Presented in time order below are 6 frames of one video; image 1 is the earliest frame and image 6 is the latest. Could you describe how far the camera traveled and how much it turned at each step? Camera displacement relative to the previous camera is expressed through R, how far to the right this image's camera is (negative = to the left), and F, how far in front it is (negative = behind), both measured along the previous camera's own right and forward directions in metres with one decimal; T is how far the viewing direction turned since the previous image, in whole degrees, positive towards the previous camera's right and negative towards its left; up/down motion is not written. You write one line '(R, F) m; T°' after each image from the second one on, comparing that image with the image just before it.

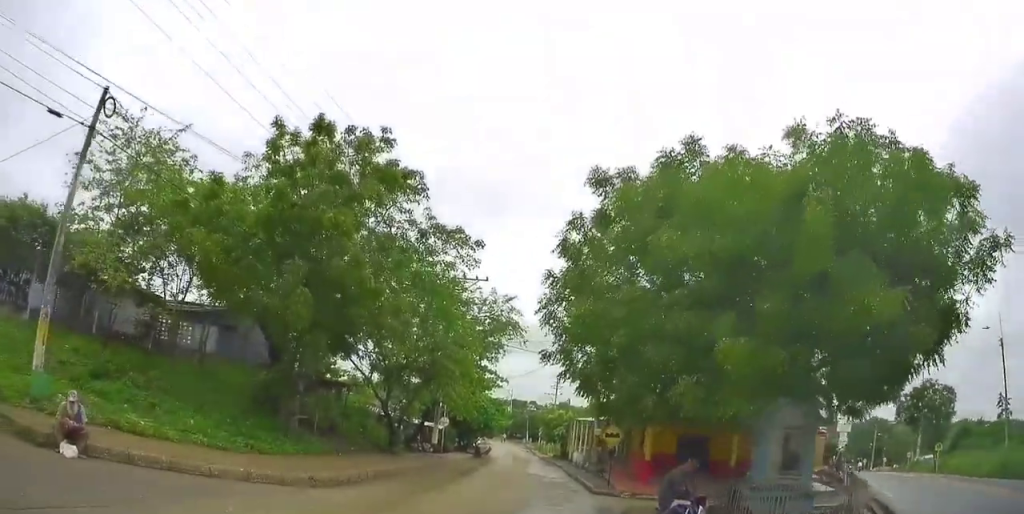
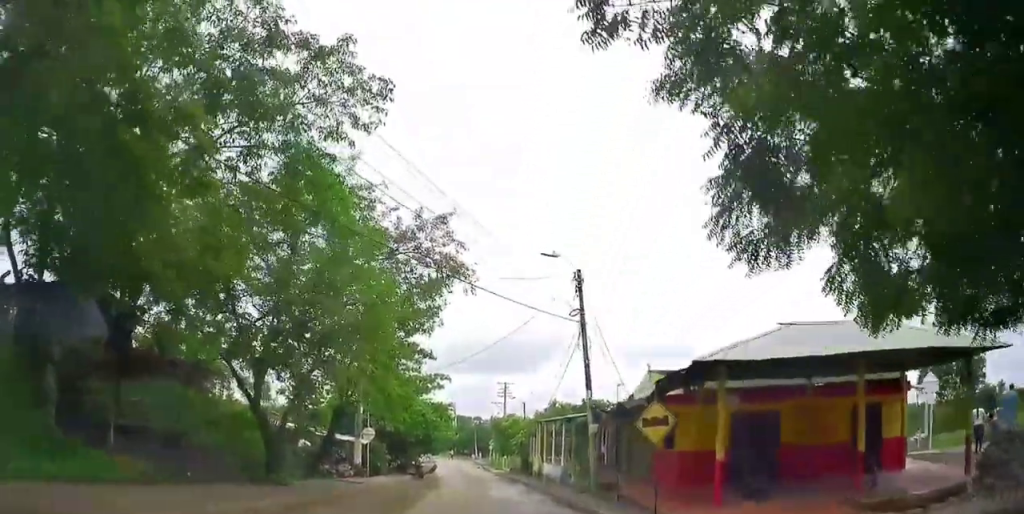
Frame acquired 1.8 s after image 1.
(+8.1, +3.6) m; +69°
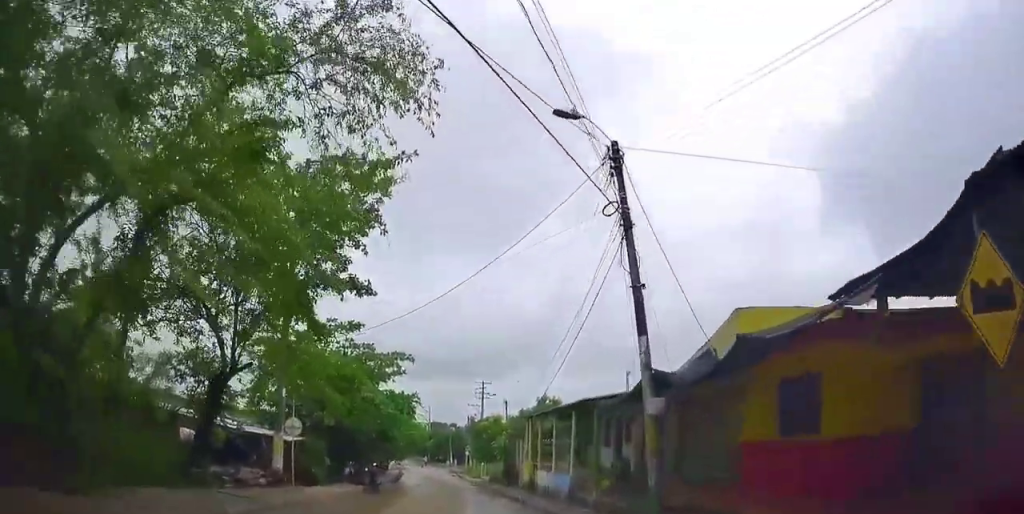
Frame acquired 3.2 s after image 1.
(-1.0, +9.5) m; -15°
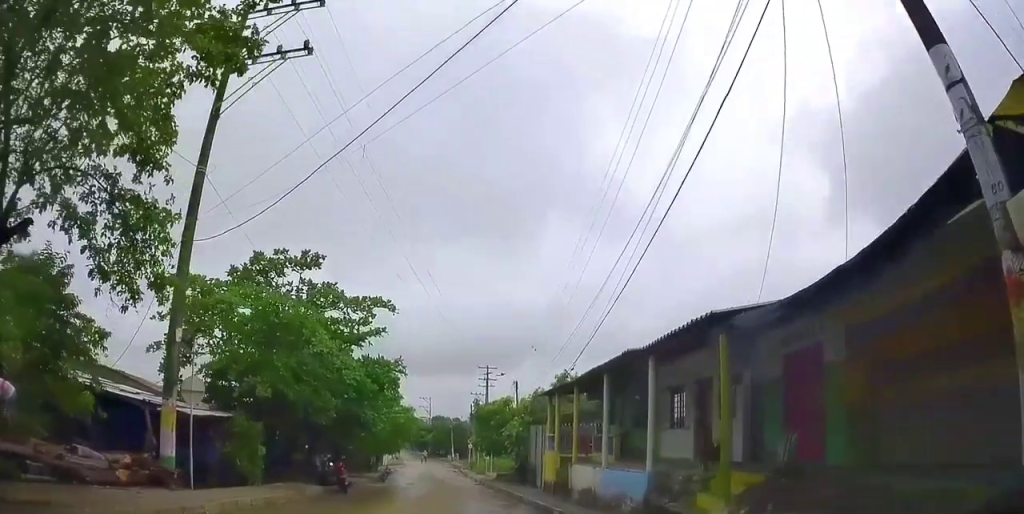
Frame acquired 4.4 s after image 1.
(-0.7, +8.4) m; -5°
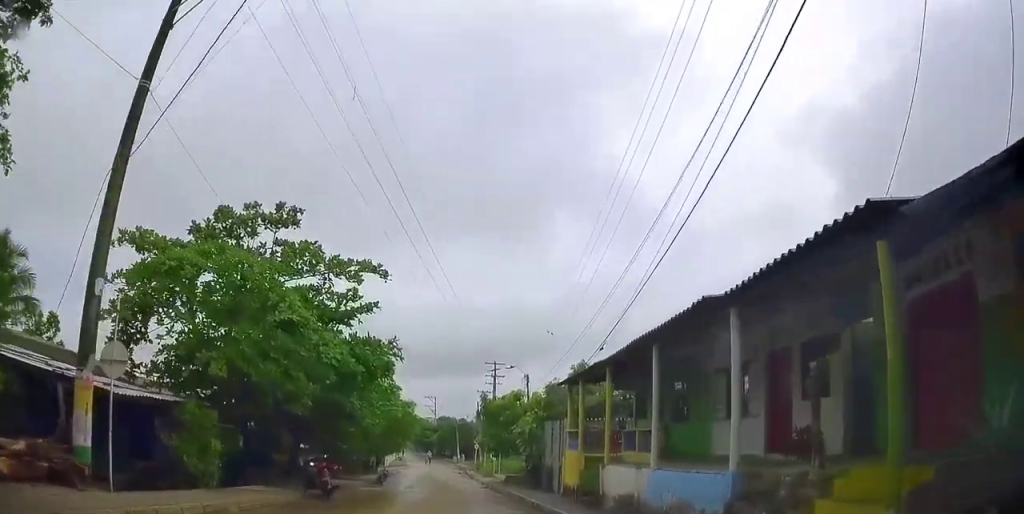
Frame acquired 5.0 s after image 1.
(-0.1, +3.5) m; +1°
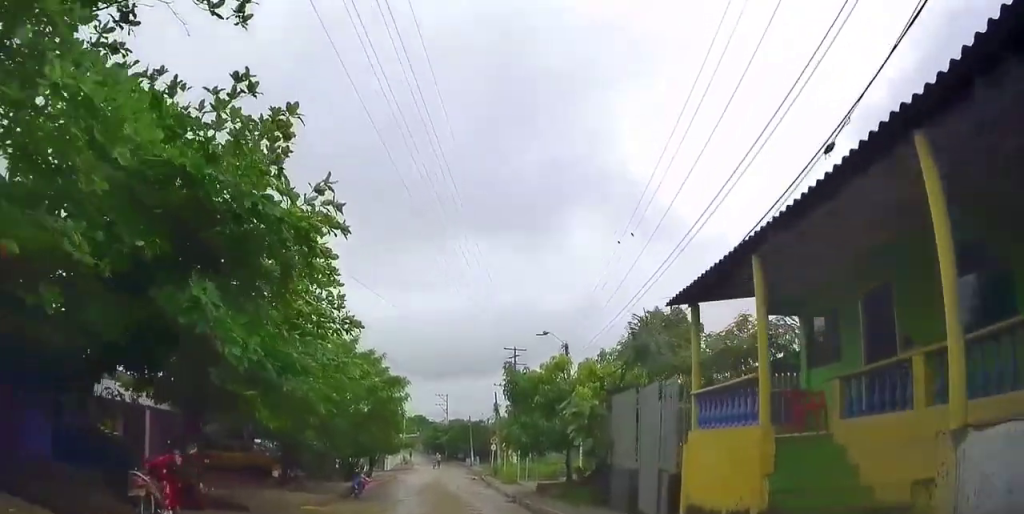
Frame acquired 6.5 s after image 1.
(+0.1, +10.6) m; -1°
